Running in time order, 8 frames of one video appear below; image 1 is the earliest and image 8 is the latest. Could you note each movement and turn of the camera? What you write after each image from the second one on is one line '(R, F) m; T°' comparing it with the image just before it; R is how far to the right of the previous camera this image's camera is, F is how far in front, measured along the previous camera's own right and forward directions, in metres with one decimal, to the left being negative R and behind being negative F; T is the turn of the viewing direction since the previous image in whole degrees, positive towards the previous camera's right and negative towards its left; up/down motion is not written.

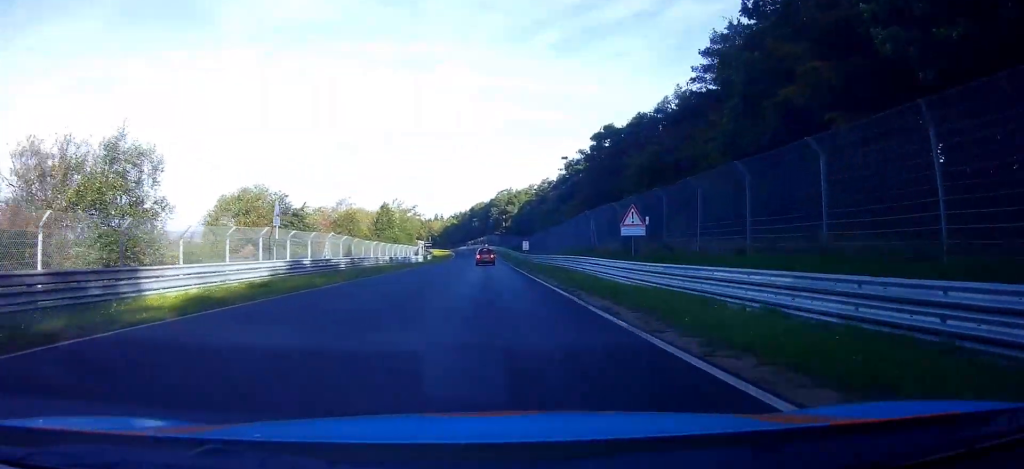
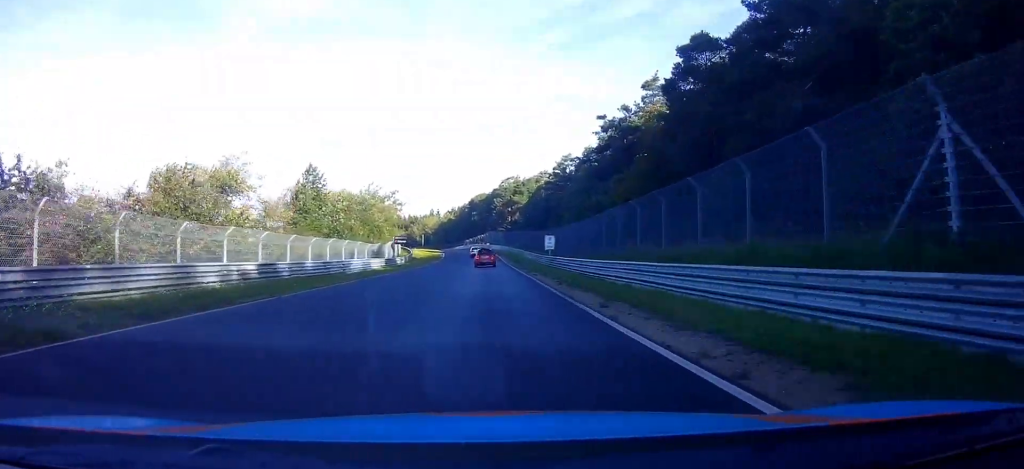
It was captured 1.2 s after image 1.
(+0.1, +31.3) m; +1°
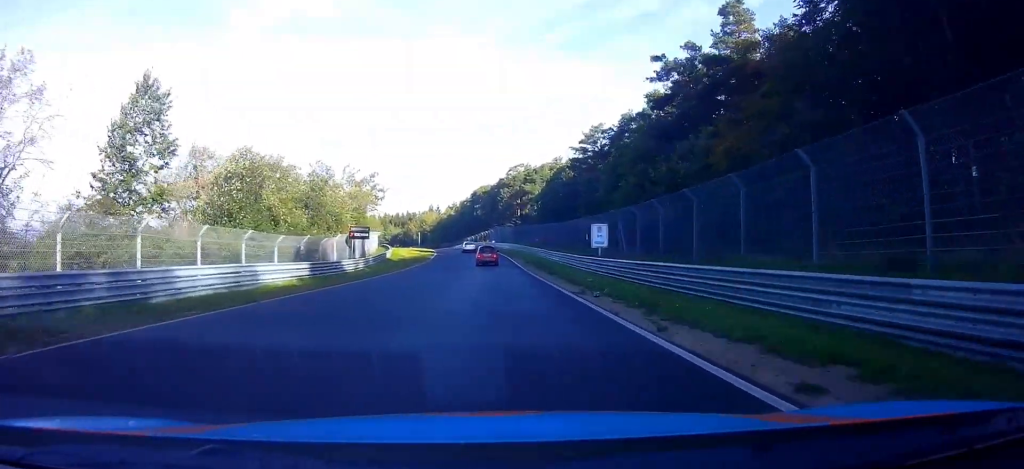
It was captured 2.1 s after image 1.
(+0.2, +22.9) m; 0°
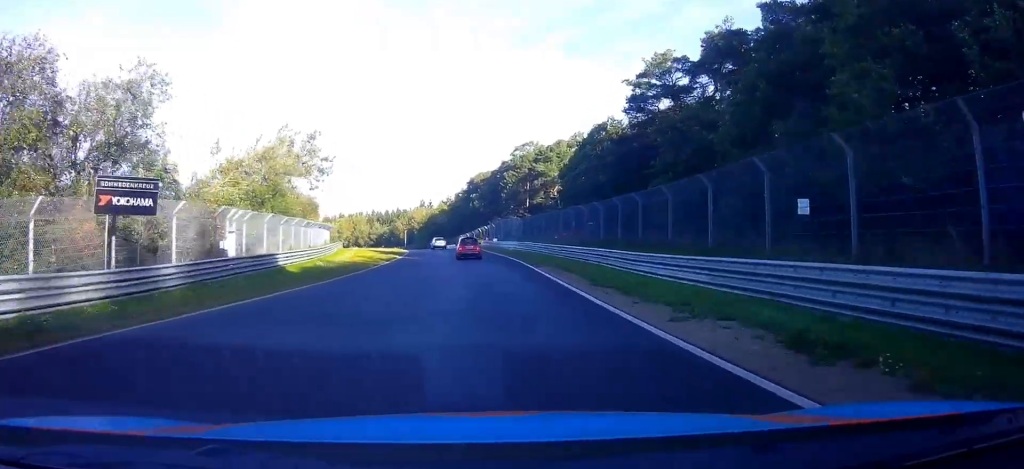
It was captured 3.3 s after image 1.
(-0.4, +29.4) m; -2°
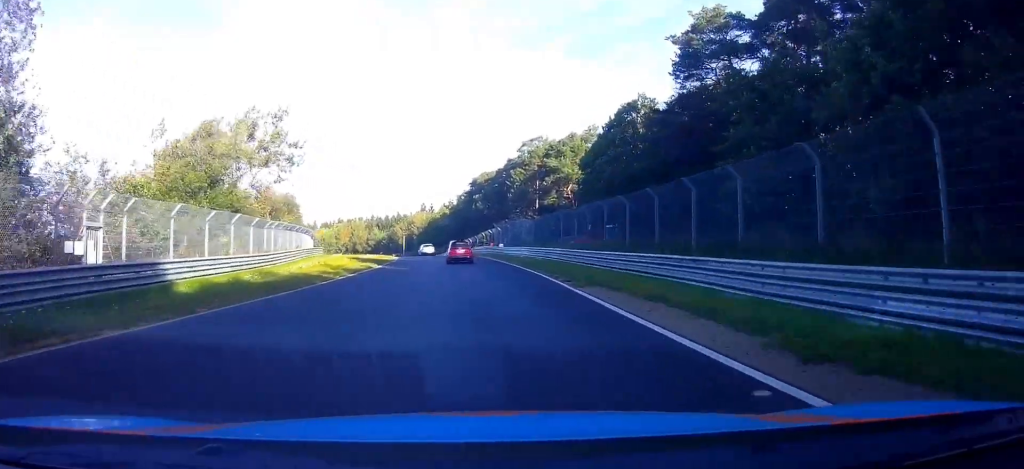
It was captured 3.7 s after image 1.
(-0.1, +10.8) m; 0°
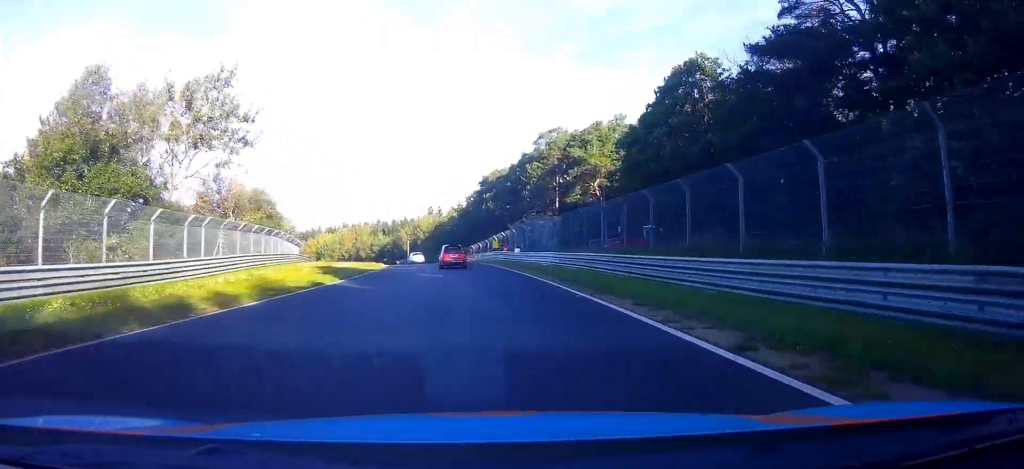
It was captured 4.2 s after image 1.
(-0.2, +12.3) m; 0°
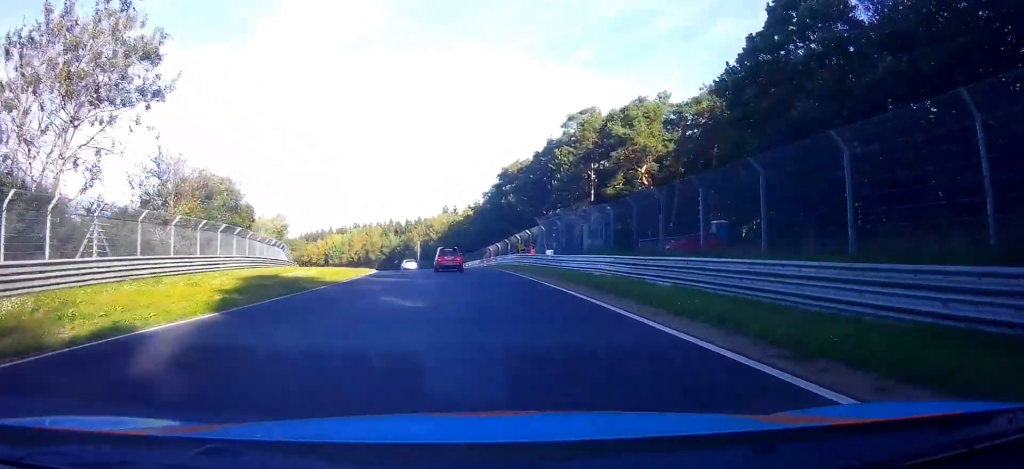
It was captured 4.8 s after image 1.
(+0.1, +13.7) m; 0°
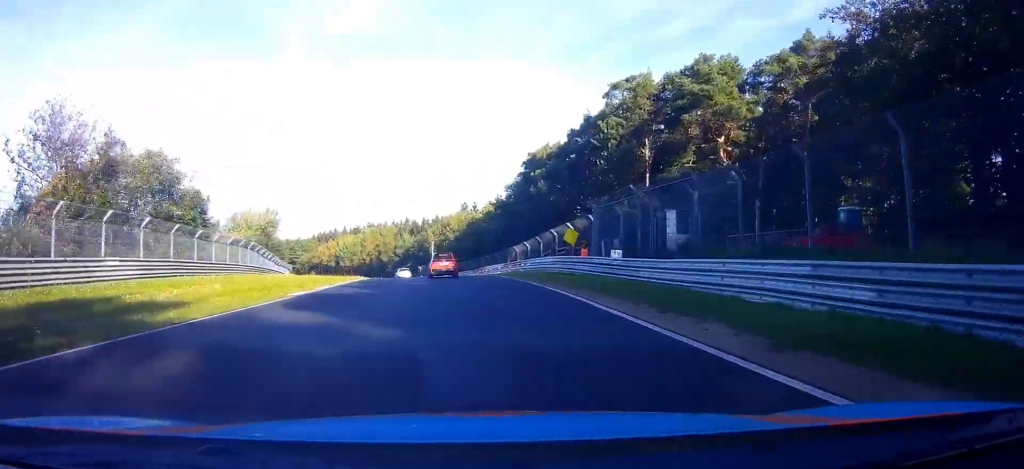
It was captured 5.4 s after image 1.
(+0.3, +15.1) m; 0°
